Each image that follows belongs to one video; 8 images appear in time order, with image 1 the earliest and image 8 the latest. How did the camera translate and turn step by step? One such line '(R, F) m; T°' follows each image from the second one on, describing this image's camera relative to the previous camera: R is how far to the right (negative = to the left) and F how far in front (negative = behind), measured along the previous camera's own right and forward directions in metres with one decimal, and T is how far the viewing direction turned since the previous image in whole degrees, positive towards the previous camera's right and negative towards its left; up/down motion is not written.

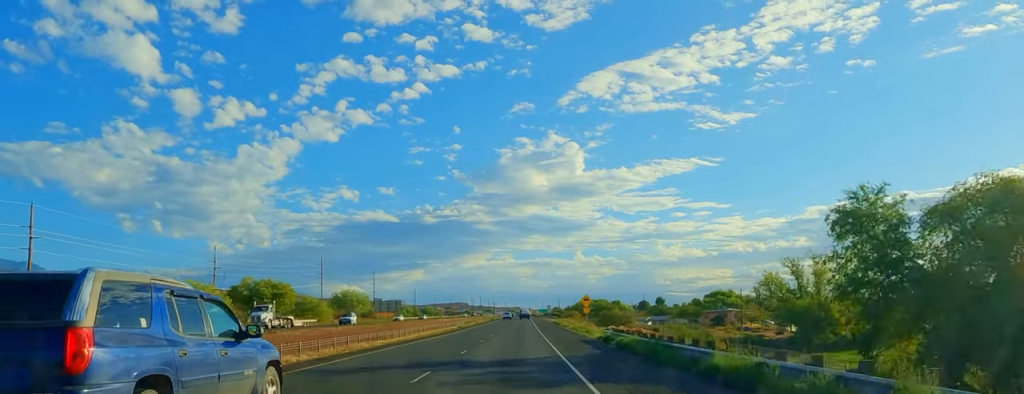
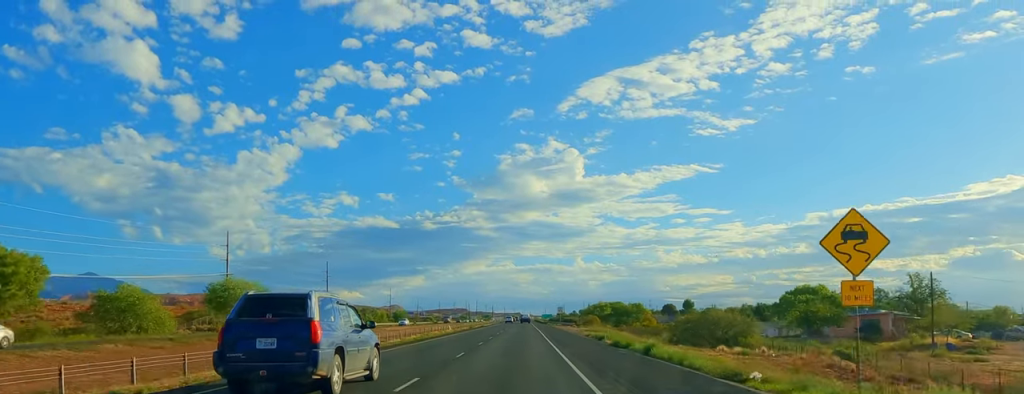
(-0.6, +76.3) m; 0°
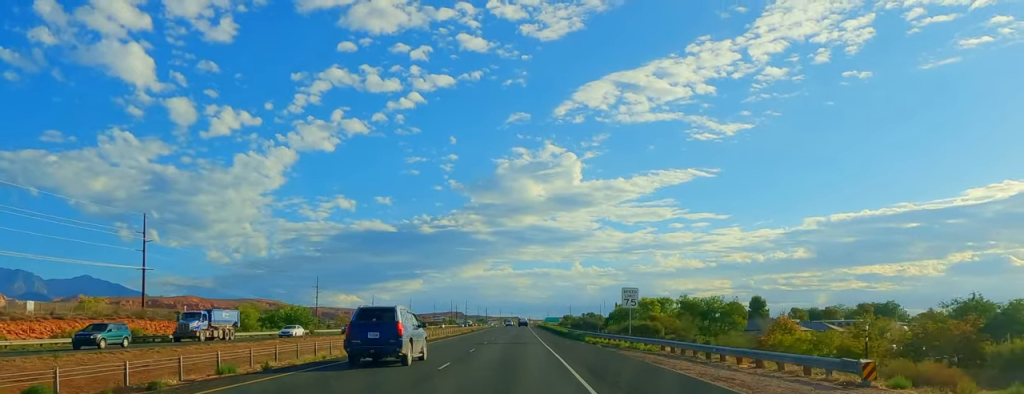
(+1.3, +115.0) m; +1°
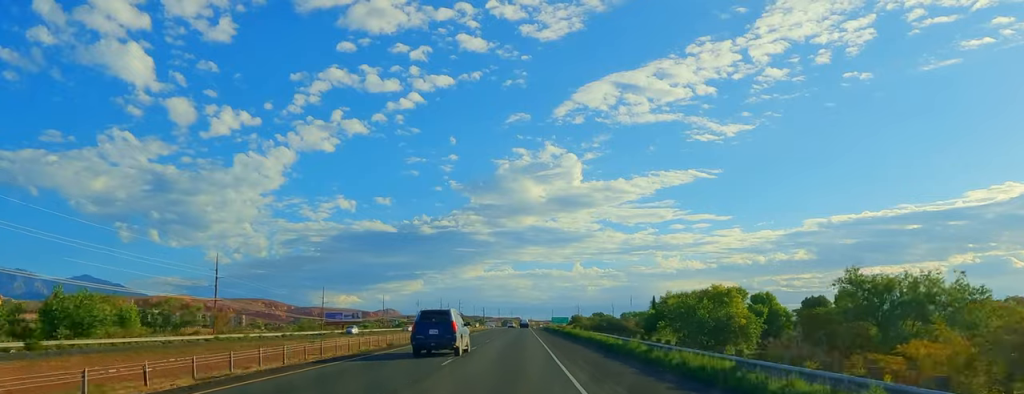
(-1.0, +71.8) m; -1°
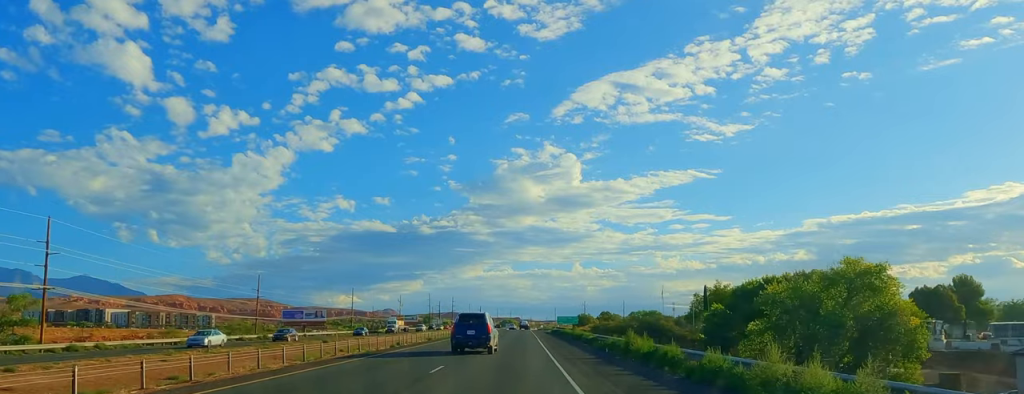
(+0.3, +51.9) m; 0°
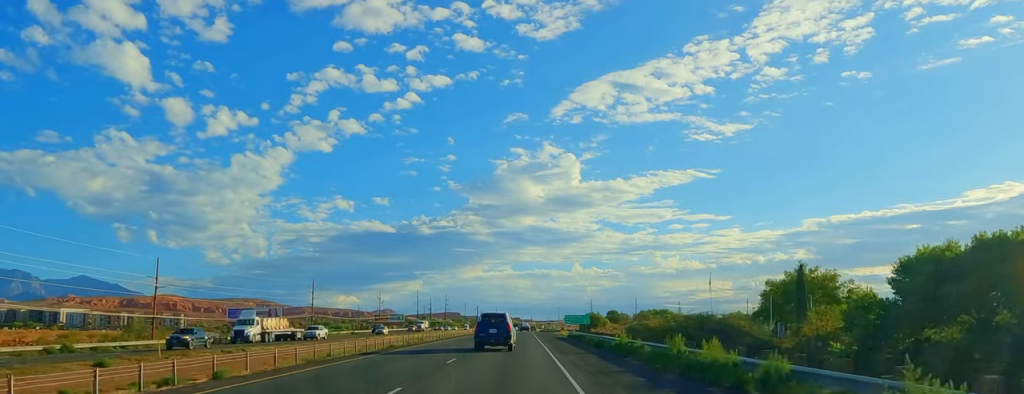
(+0.3, +45.0) m; 0°
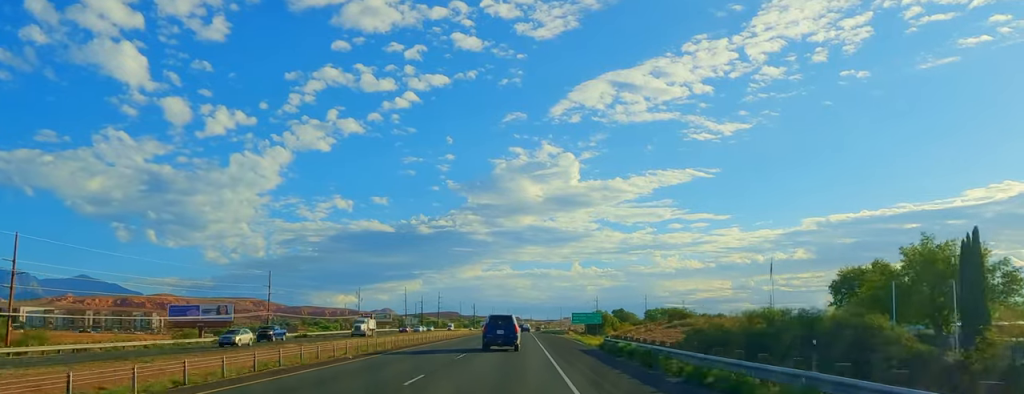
(0.0, +32.9) m; -1°
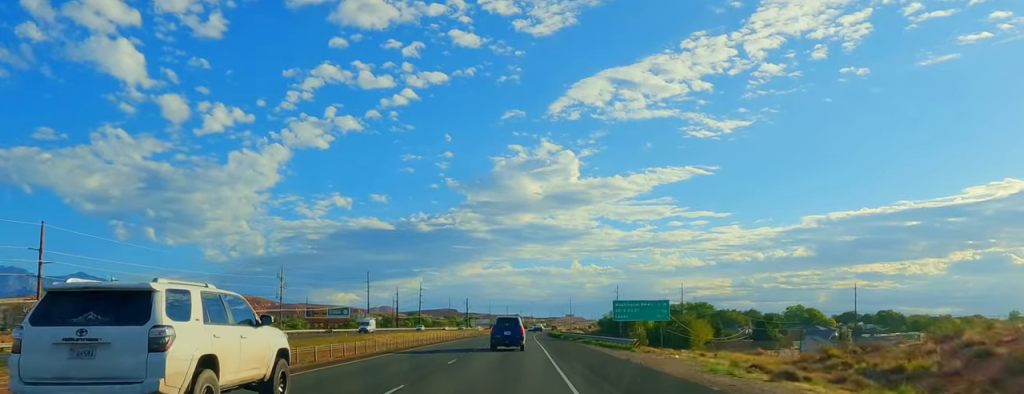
(-0.7, +77.1) m; 0°
